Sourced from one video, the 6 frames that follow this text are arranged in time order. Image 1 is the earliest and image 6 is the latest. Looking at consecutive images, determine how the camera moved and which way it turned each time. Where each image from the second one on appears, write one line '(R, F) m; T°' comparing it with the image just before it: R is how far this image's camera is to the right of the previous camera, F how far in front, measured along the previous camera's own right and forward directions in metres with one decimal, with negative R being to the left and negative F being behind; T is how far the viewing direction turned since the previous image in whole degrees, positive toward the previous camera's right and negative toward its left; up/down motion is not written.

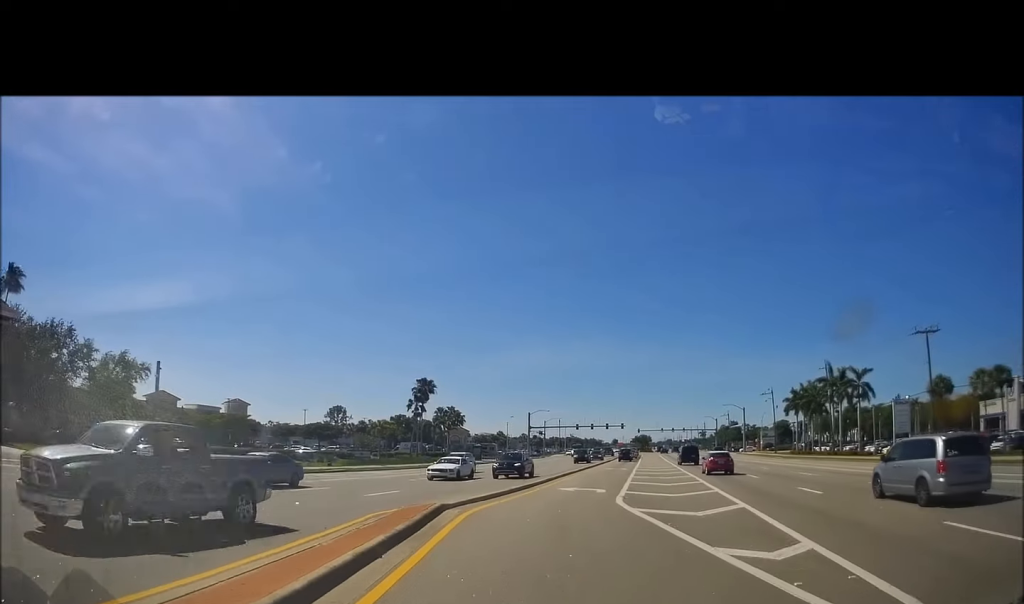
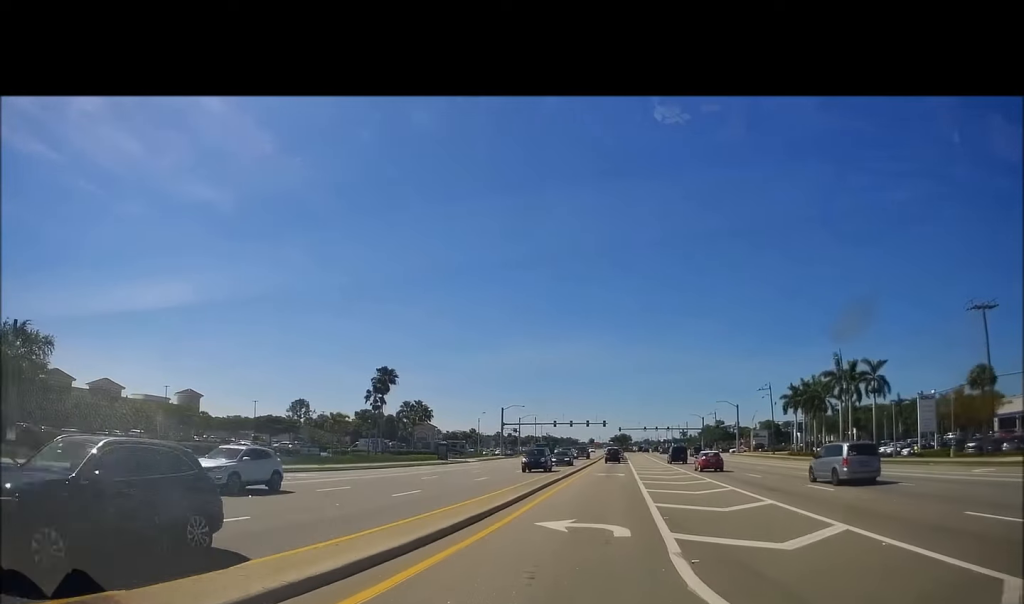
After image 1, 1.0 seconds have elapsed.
(-0.2, +12.4) m; -1°
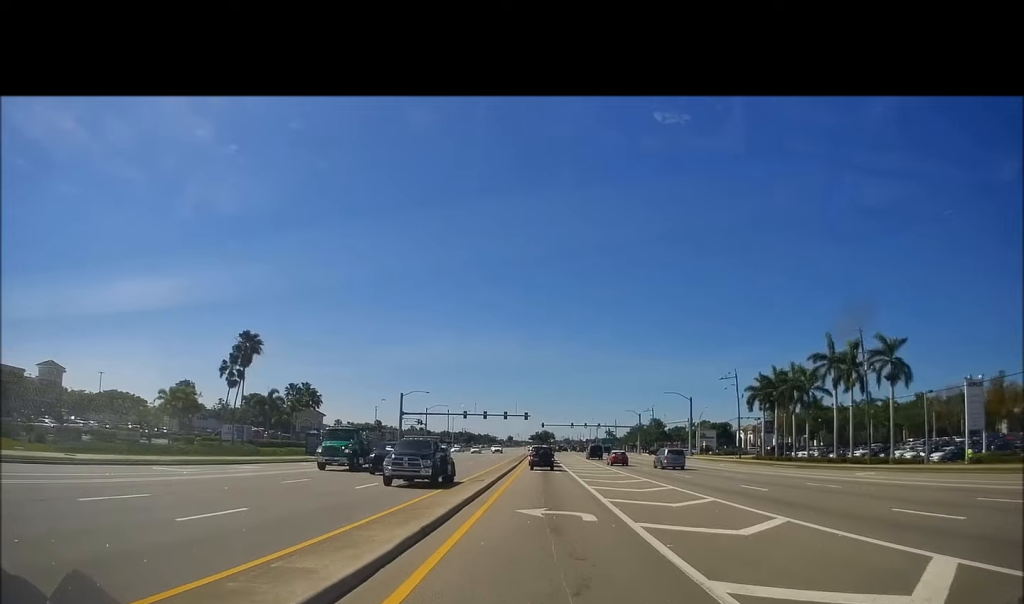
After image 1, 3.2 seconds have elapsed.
(+0.6, +24.6) m; +3°
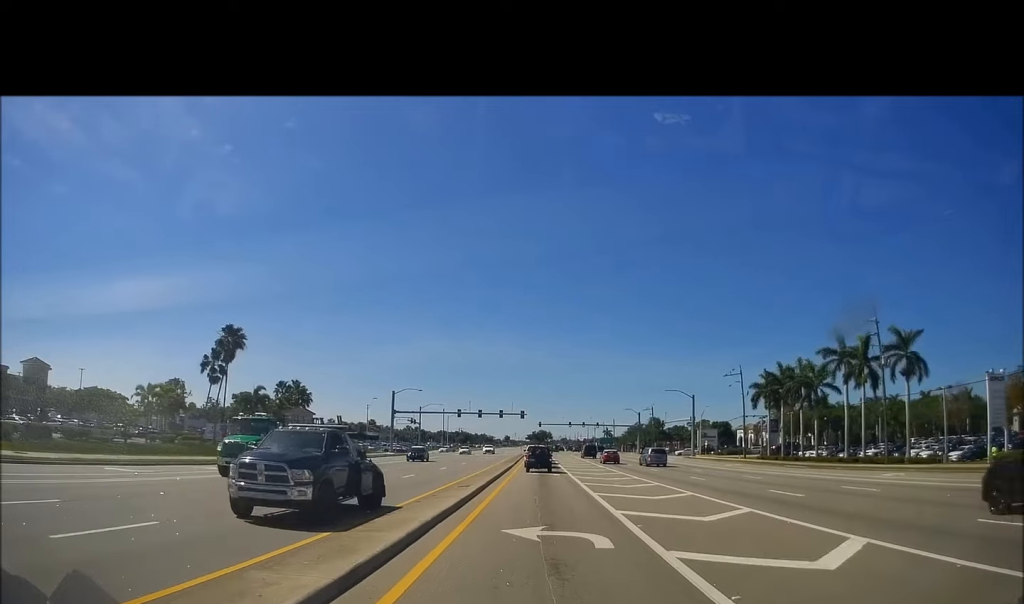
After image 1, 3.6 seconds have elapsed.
(0.0, +4.2) m; +1°
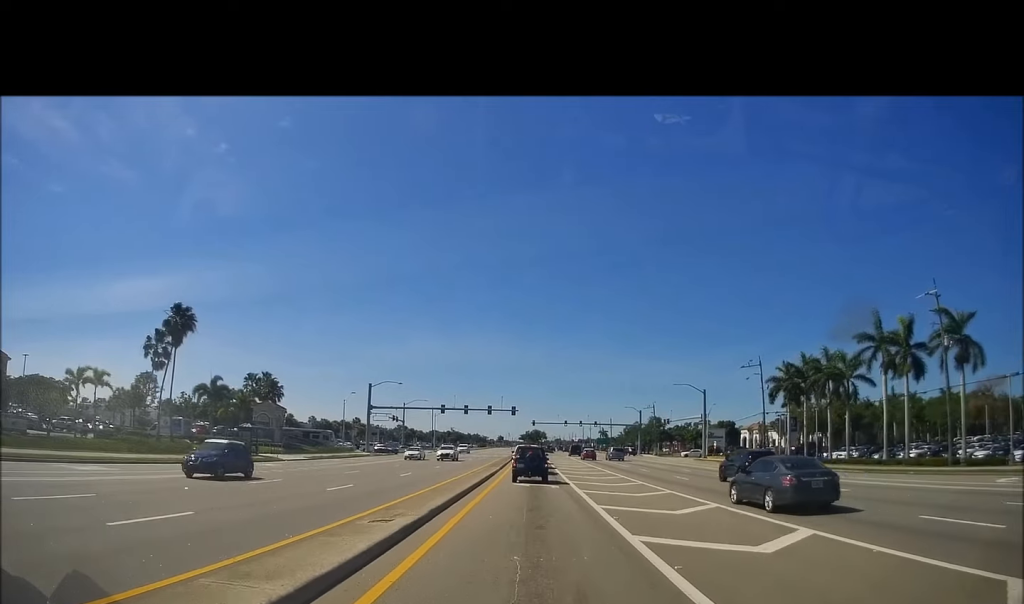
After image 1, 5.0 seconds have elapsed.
(+0.4, +12.3) m; +1°
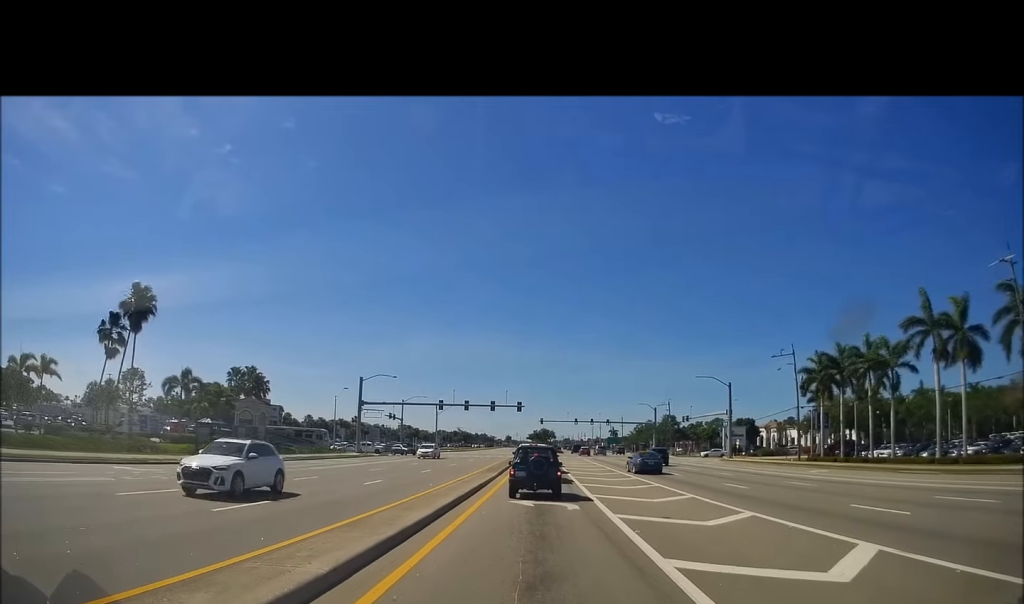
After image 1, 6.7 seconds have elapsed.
(-0.2, +10.4) m; +2°
